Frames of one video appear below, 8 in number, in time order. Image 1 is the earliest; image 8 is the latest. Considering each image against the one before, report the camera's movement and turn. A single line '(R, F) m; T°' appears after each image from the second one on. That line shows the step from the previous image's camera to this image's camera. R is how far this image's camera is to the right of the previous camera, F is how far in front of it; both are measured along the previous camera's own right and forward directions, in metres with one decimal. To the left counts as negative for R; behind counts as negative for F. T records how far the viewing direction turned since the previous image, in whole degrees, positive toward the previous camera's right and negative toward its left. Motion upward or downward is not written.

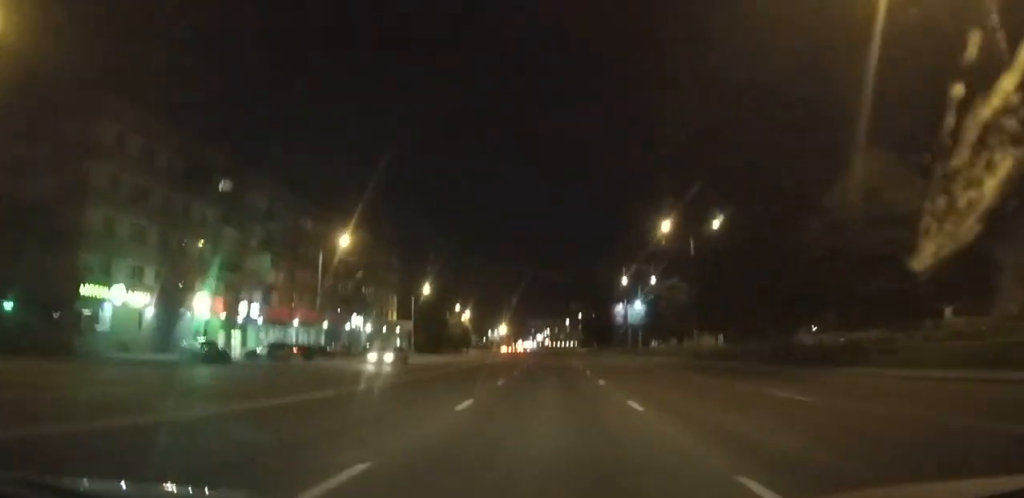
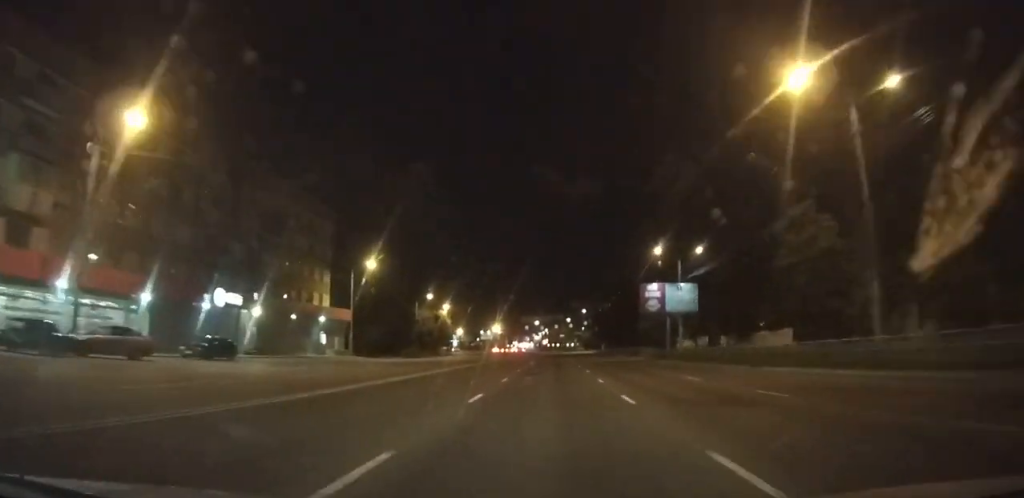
(+0.3, +30.2) m; -1°
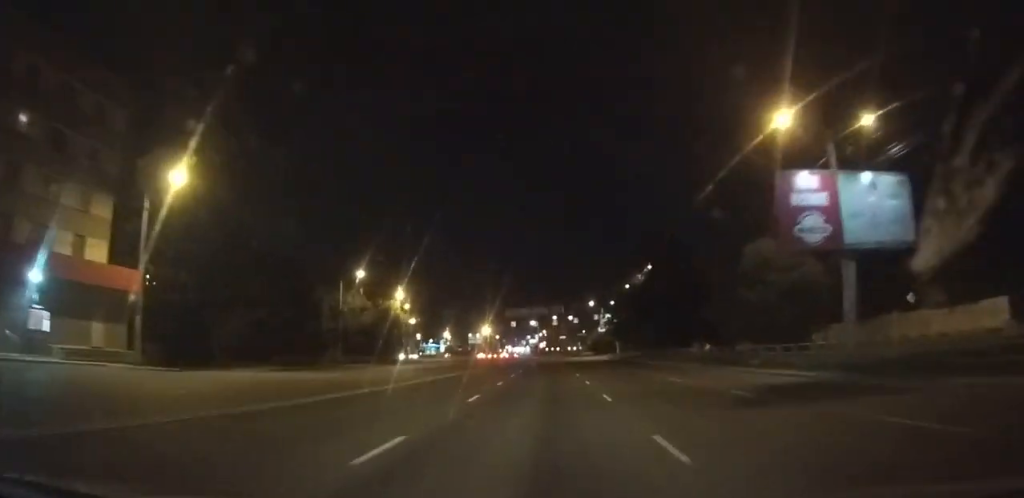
(-0.3, +37.0) m; -1°
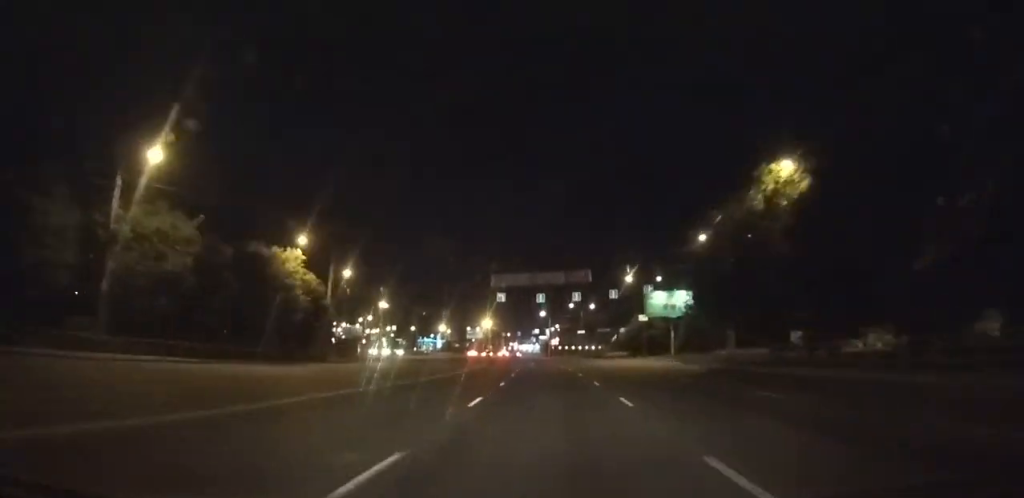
(-0.7, +39.9) m; -2°
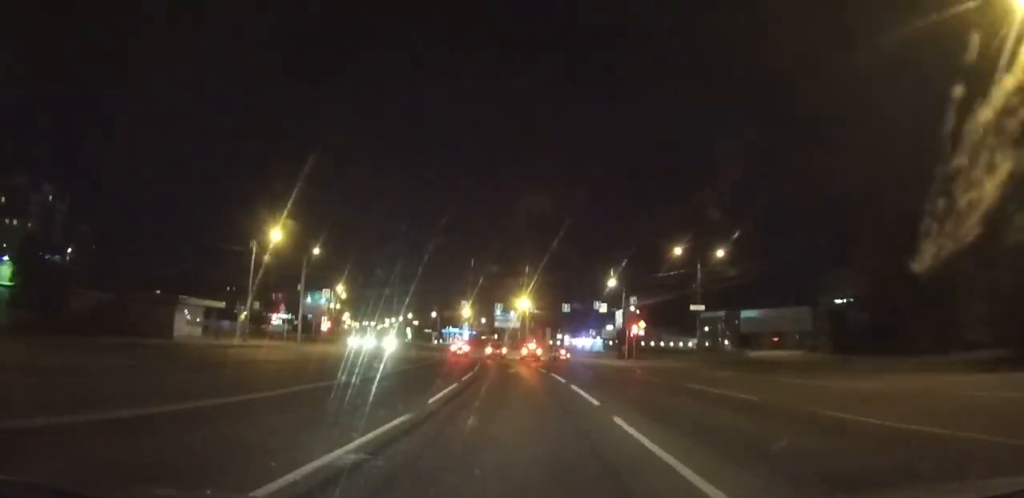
(-1.8, +63.3) m; -3°
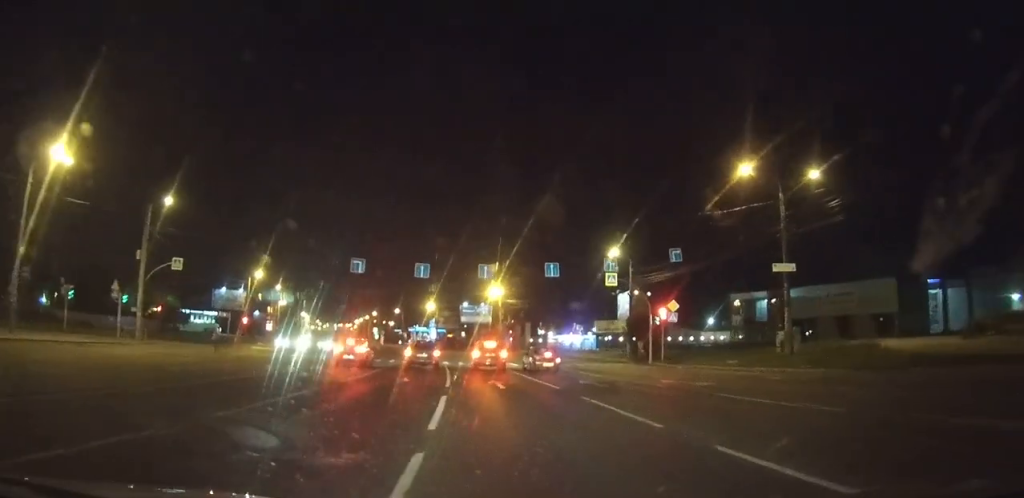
(0.0, +23.7) m; -2°
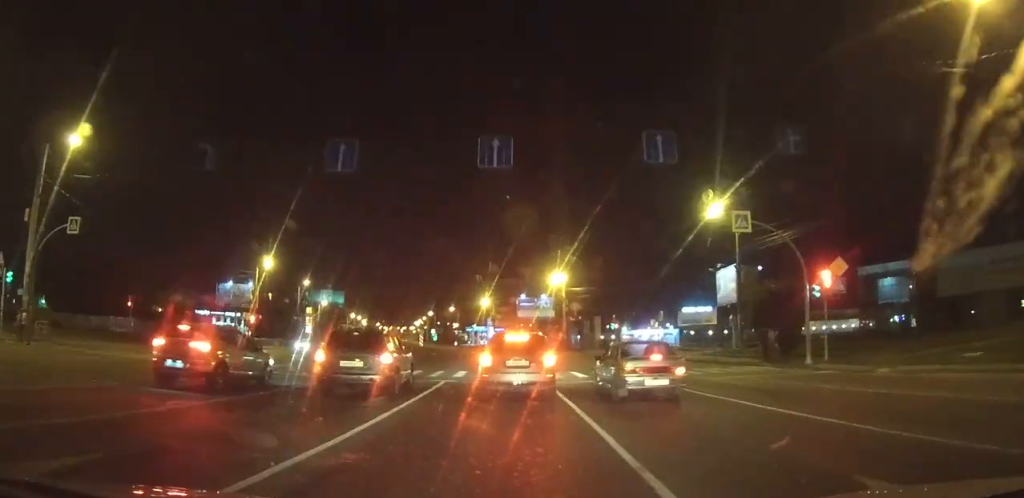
(-0.7, +12.9) m; -3°
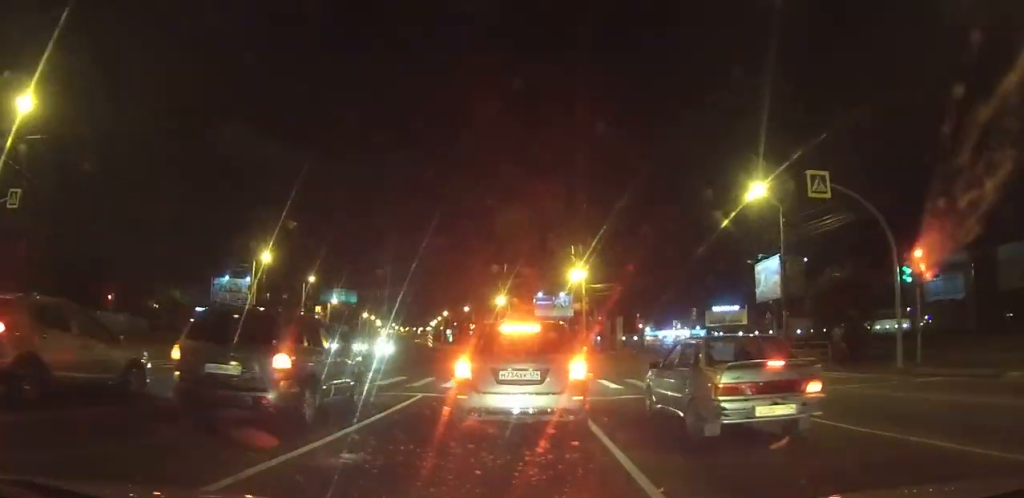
(0.0, +3.5) m; +3°
